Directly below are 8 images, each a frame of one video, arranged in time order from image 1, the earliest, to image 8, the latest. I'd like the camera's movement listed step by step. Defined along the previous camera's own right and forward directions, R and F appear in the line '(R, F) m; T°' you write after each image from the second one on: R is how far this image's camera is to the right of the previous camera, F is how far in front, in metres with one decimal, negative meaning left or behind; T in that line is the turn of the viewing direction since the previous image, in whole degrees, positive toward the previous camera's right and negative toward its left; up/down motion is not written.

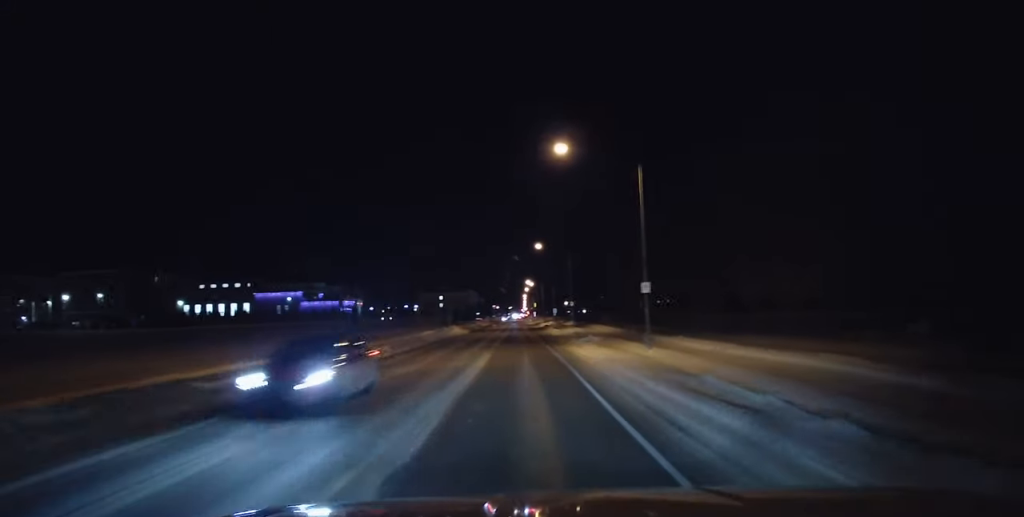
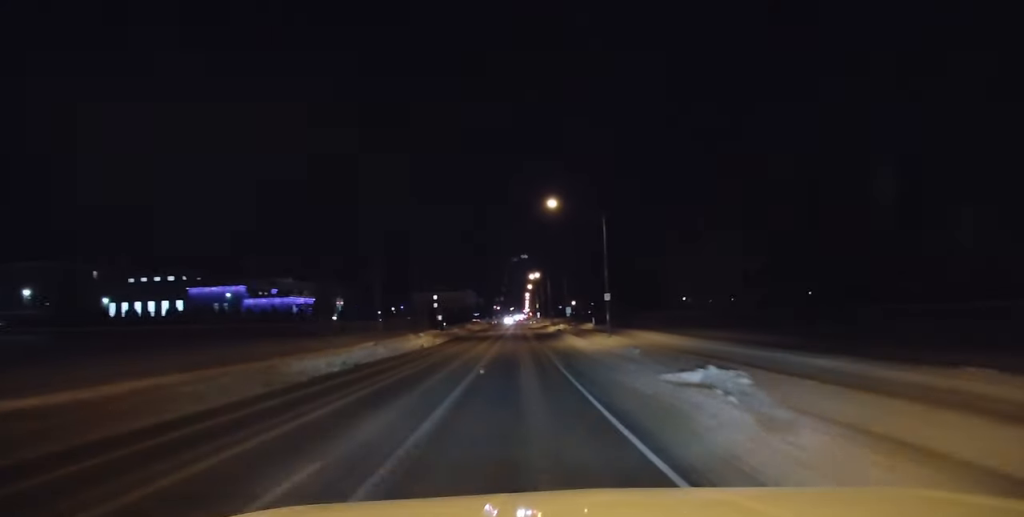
(0.0, +27.3) m; 0°
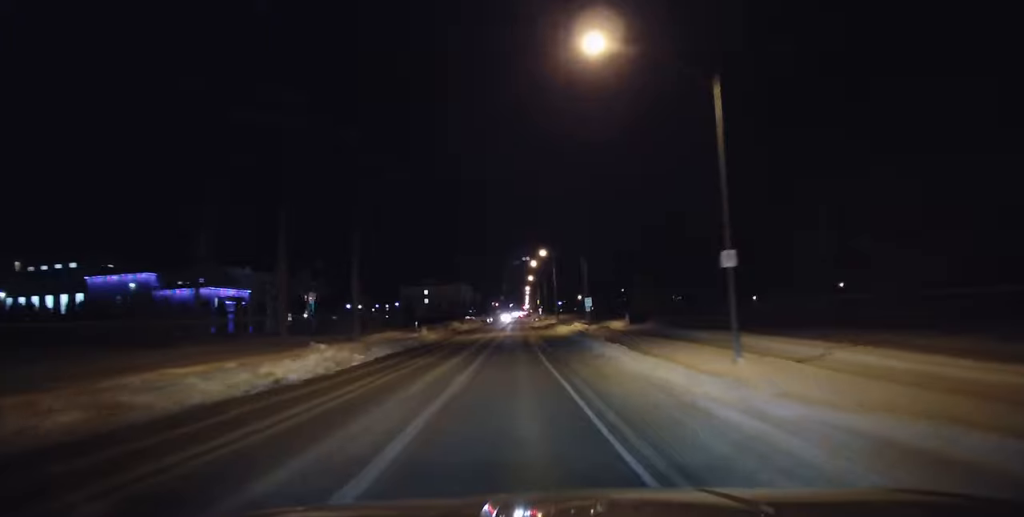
(0.0, +25.5) m; 0°
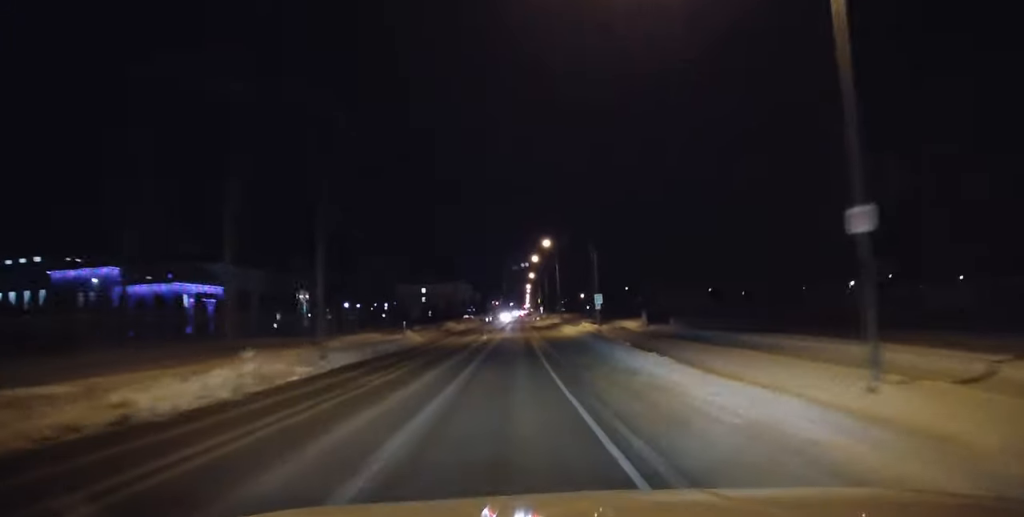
(0.0, +7.3) m; 0°
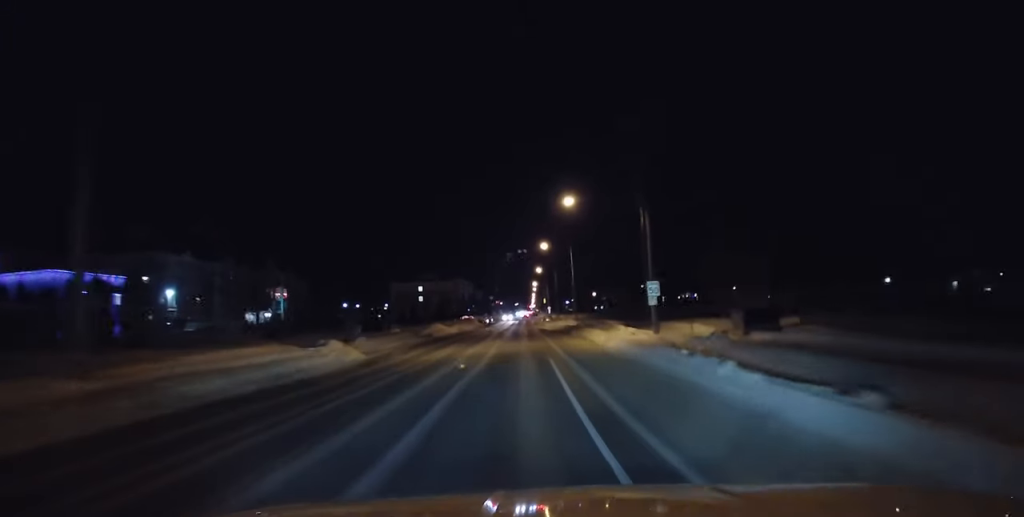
(0.0, +19.4) m; 0°
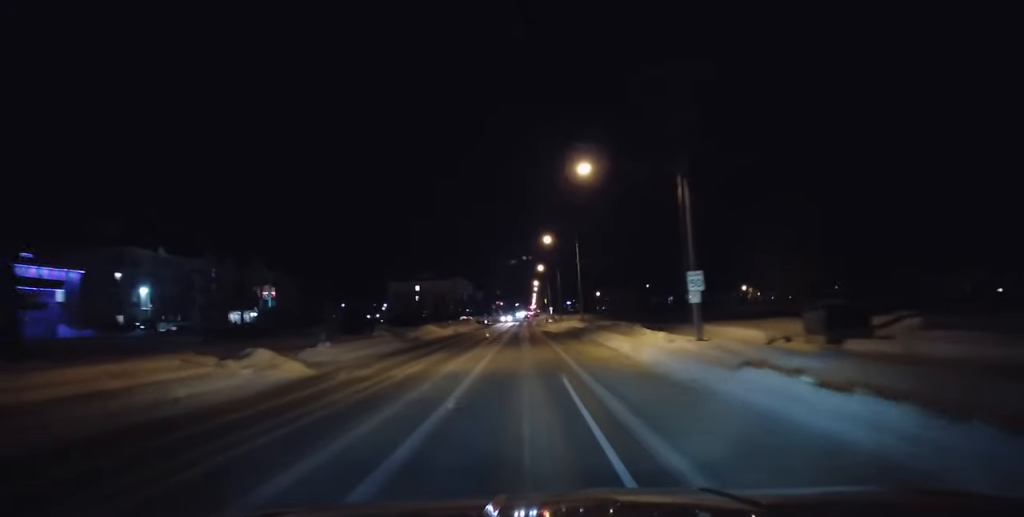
(0.0, +7.7) m; 0°
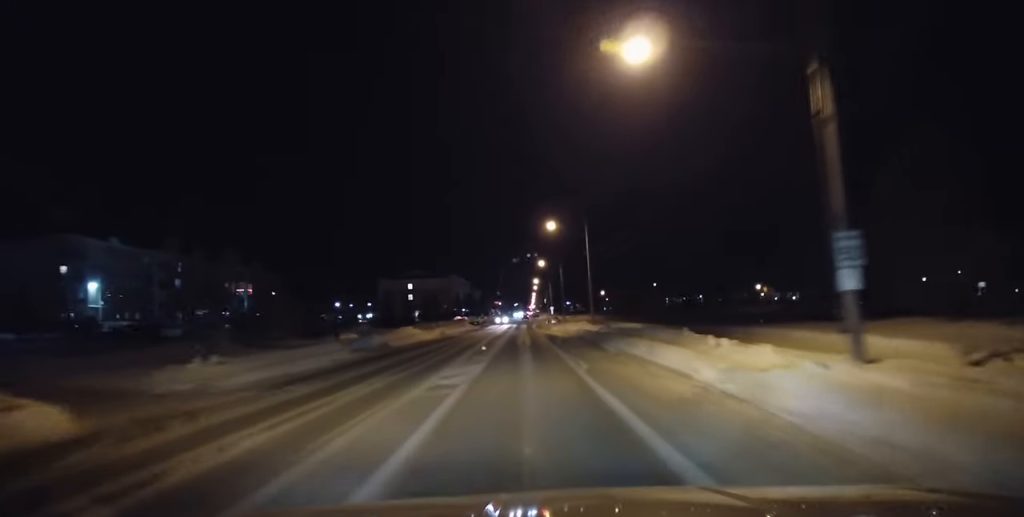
(0.0, +11.9) m; -1°
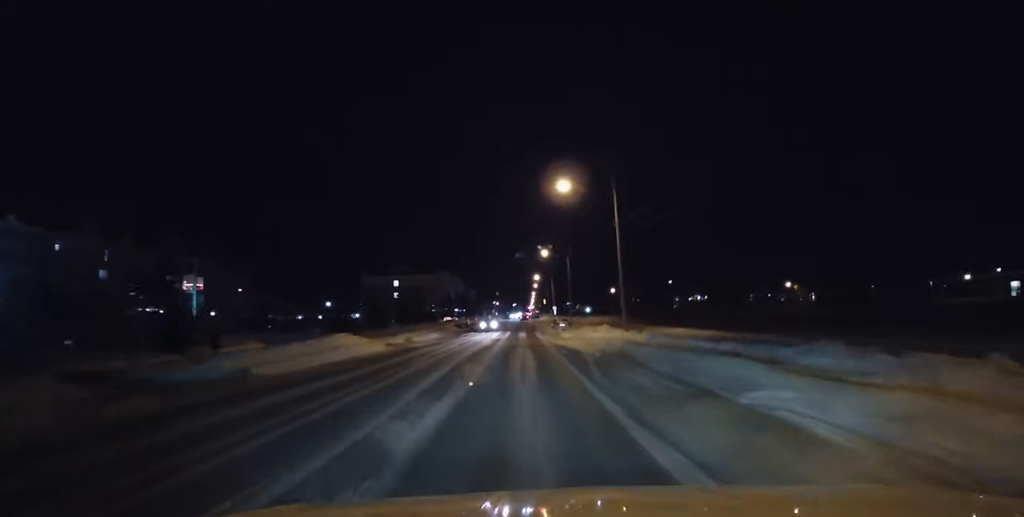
(-0.3, +20.4) m; 0°
